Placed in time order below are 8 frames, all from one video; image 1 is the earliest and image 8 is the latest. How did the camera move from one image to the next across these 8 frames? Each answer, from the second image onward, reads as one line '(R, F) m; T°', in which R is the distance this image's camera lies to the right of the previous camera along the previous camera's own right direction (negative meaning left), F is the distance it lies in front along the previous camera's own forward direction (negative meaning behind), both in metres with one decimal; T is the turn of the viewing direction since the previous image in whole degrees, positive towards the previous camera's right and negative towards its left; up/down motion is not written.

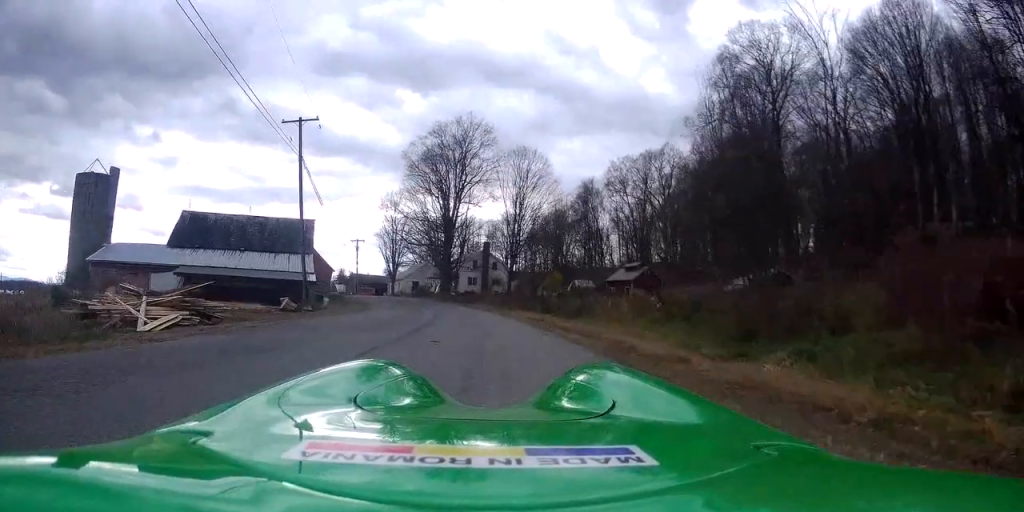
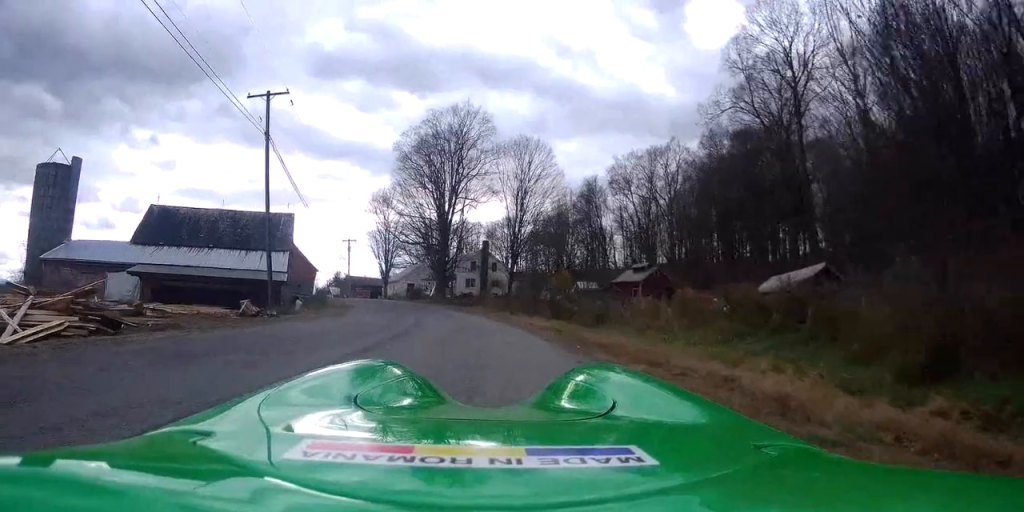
(+0.3, +5.6) m; +3°
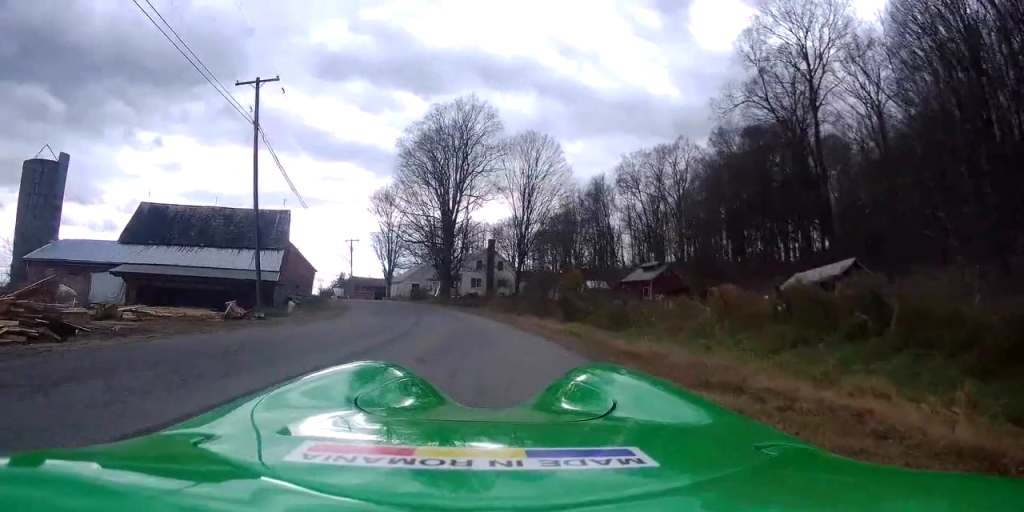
(+0.1, +2.5) m; +1°
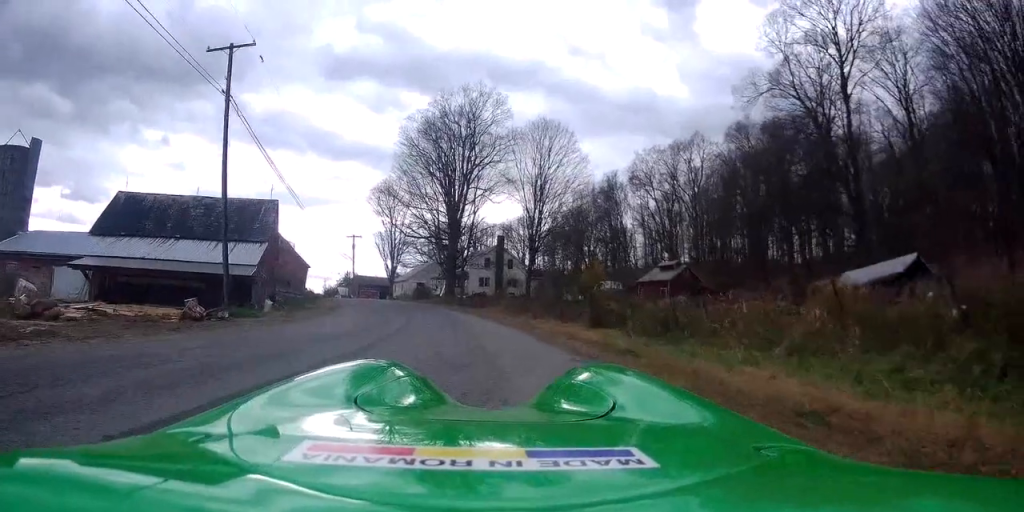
(0.0, +4.6) m; -6°
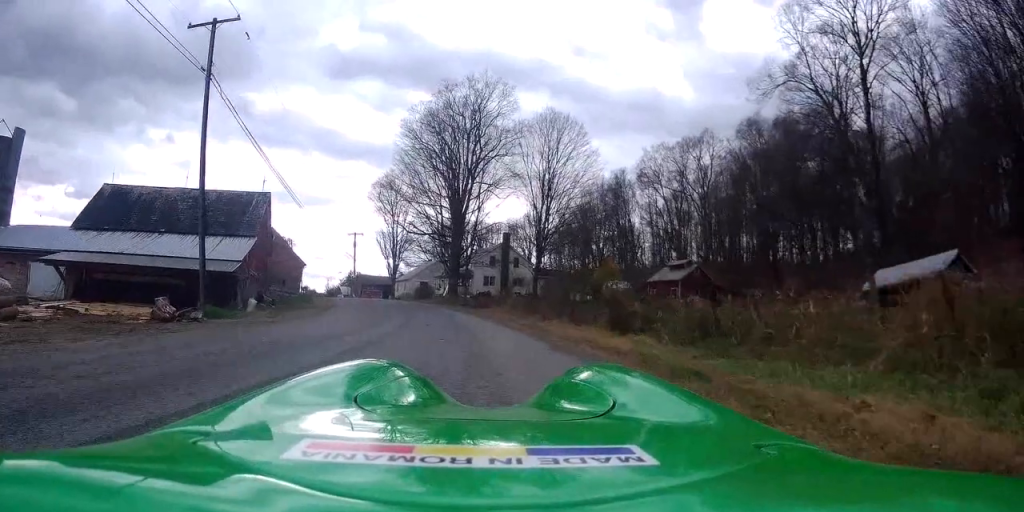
(-0.2, +2.8) m; -3°
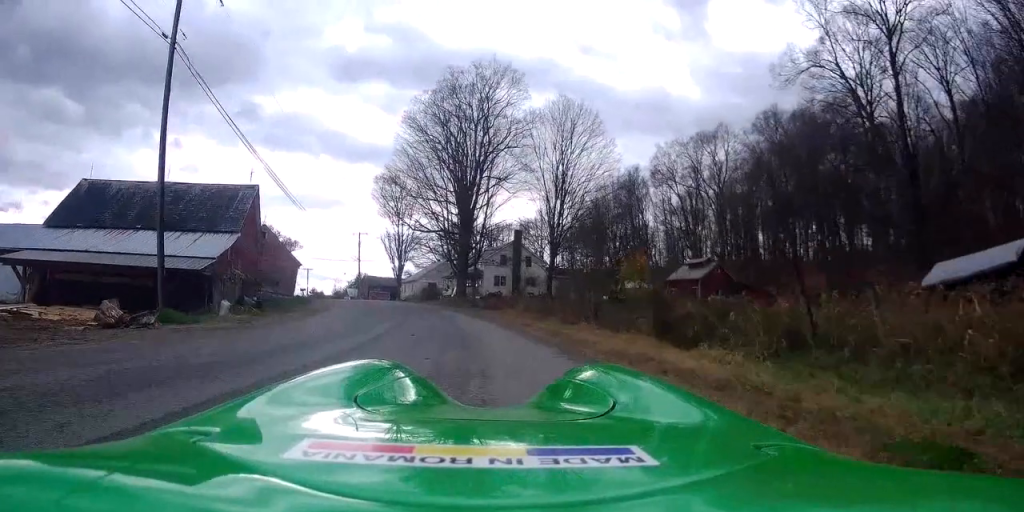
(-0.4, +3.9) m; -3°
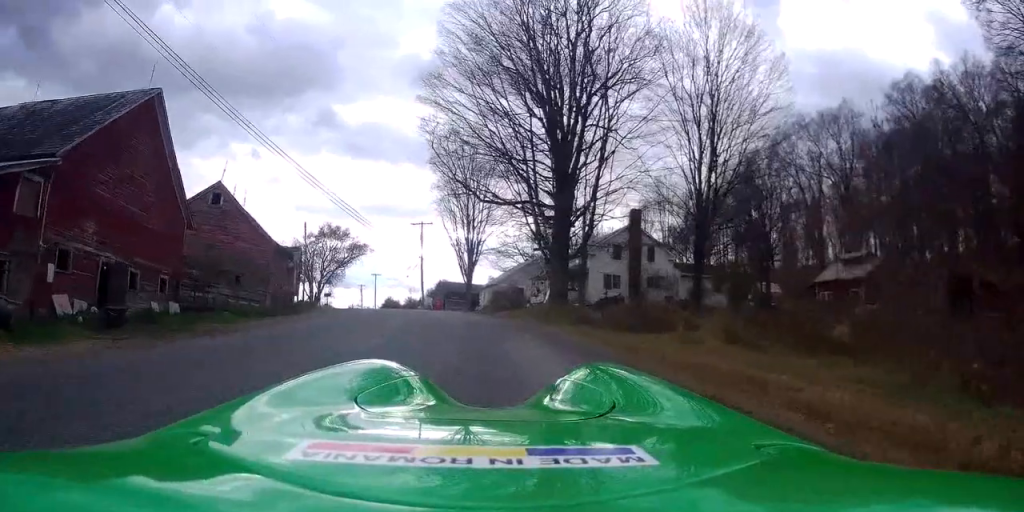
(-0.4, +19.8) m; -6°
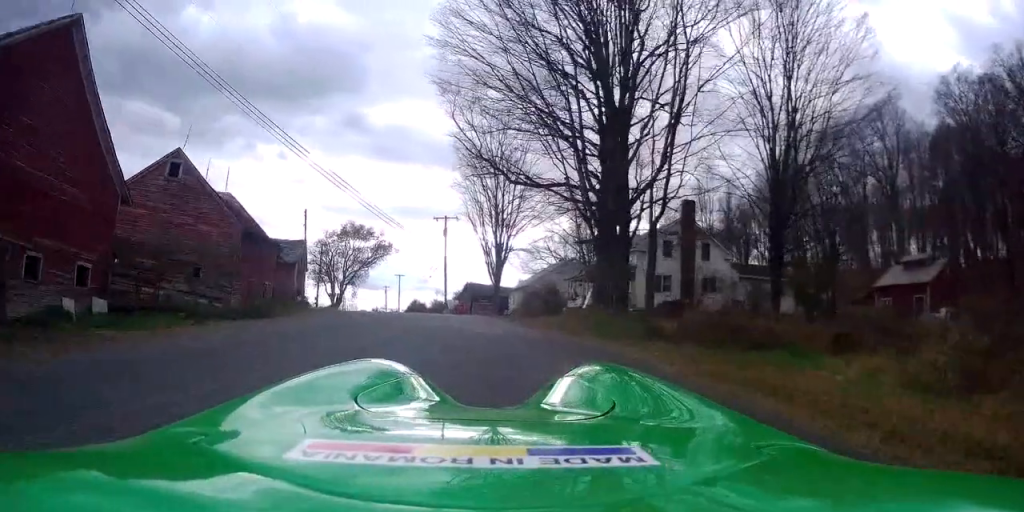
(0.0, +6.2) m; -3°
